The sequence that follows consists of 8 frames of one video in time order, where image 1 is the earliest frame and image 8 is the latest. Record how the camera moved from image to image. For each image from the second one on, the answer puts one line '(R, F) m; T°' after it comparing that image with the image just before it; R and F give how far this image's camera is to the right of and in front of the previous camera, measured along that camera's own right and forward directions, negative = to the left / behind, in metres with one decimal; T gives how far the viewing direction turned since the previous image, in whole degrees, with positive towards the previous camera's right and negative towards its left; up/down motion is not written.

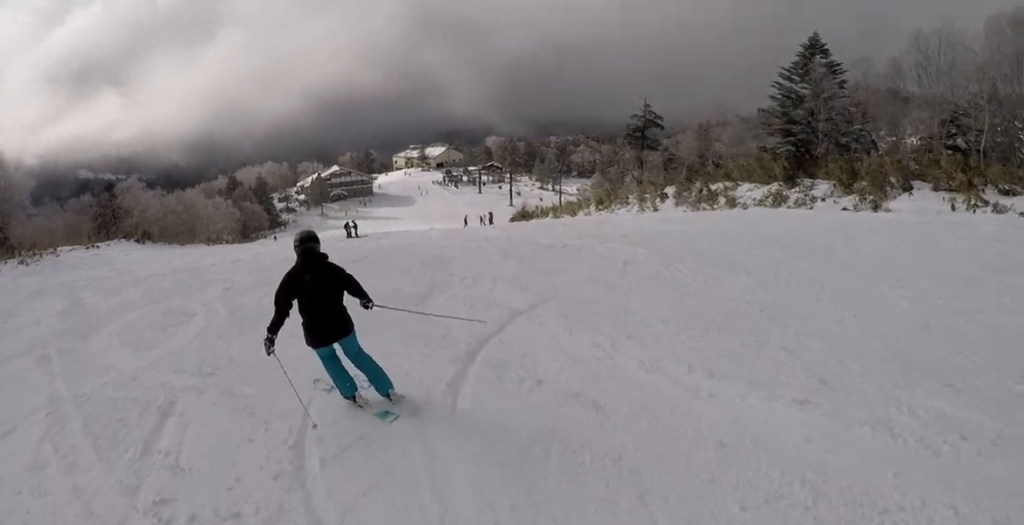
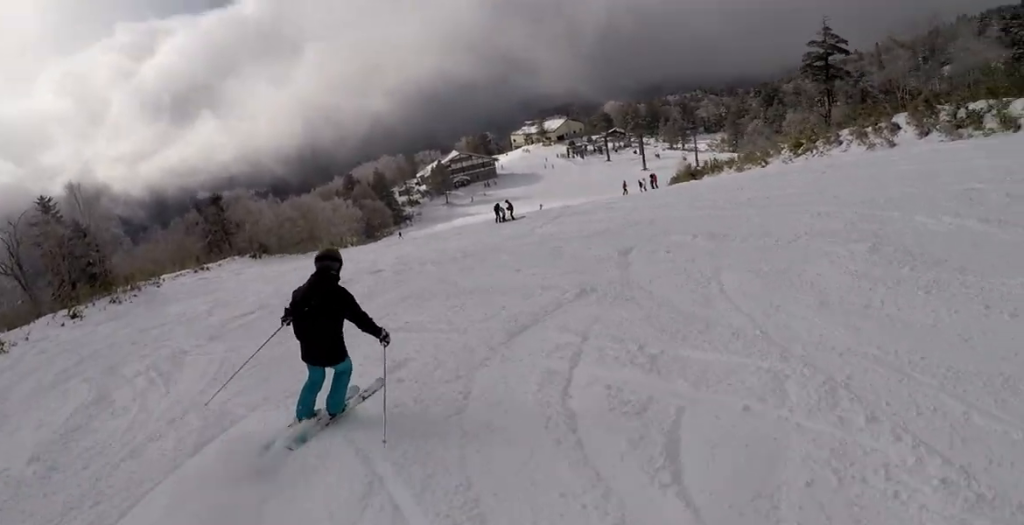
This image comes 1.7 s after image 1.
(+0.7, +10.7) m; +13°
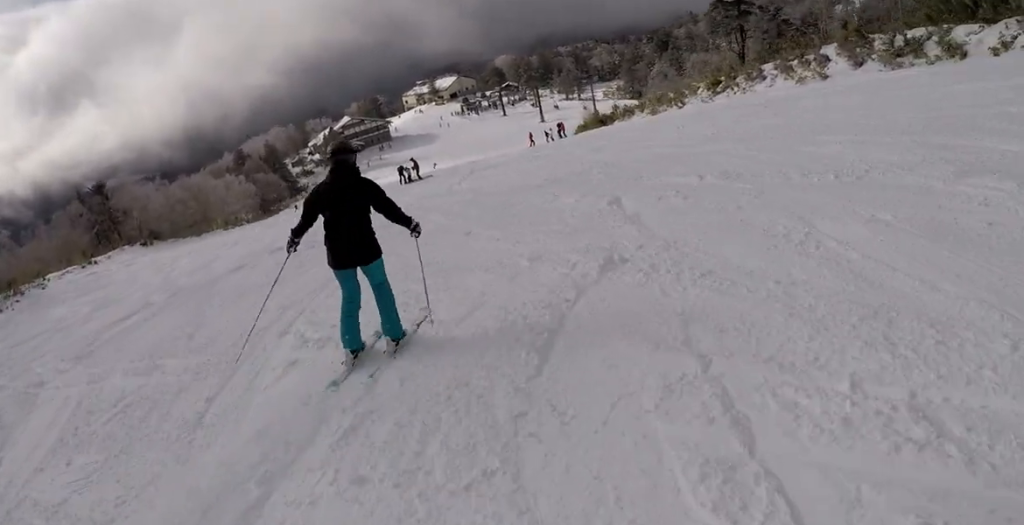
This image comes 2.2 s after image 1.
(+0.3, +3.1) m; +5°
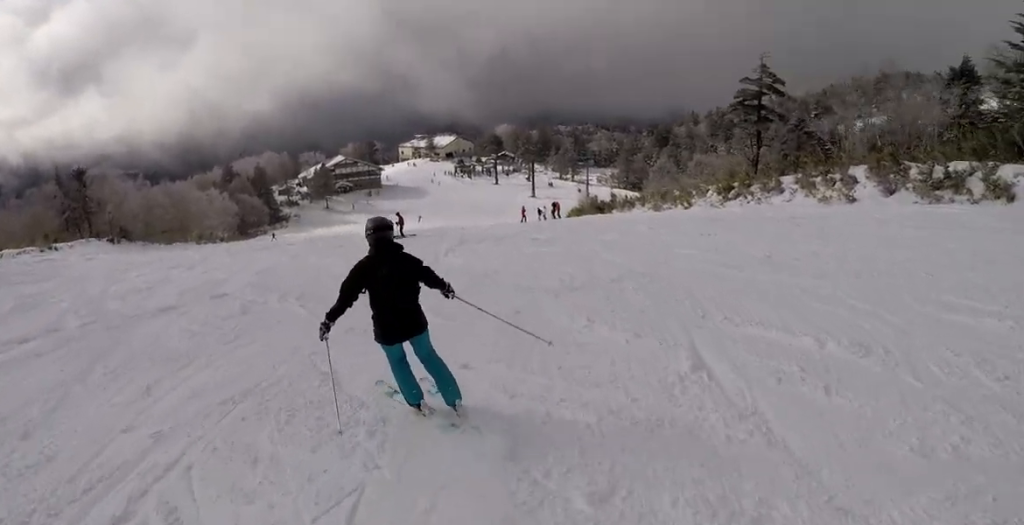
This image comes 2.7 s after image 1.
(0.0, +3.5) m; -10°
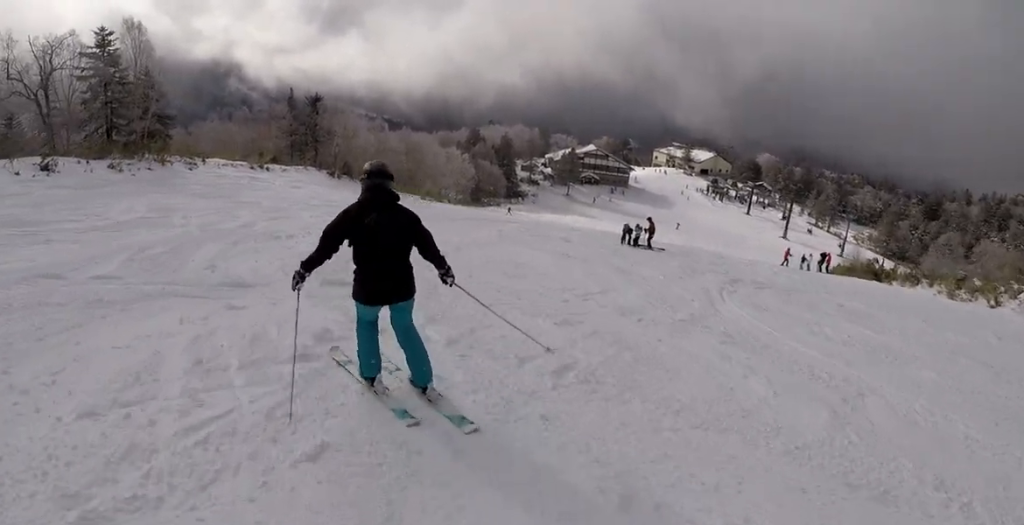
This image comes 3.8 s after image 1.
(-1.3, +6.3) m; -11°
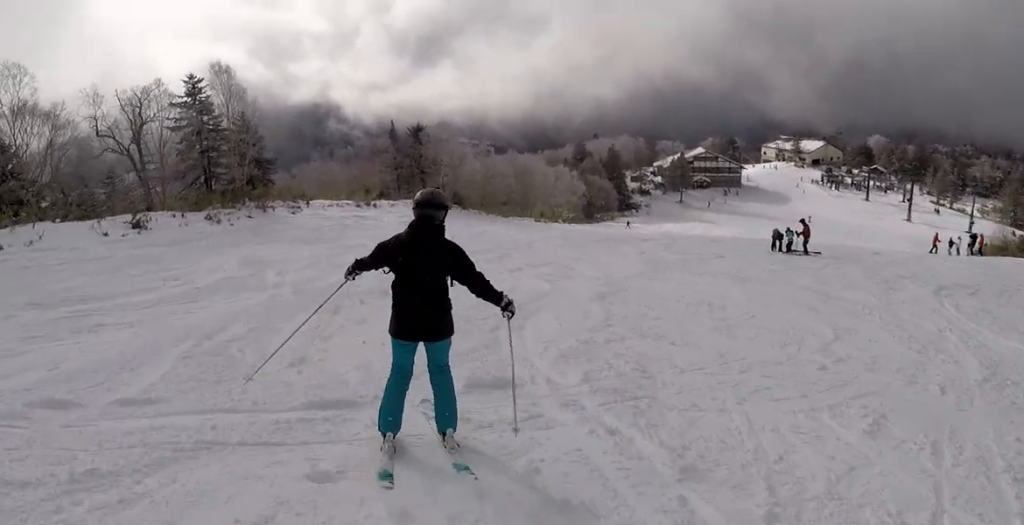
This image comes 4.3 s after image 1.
(-0.8, +3.2) m; +2°
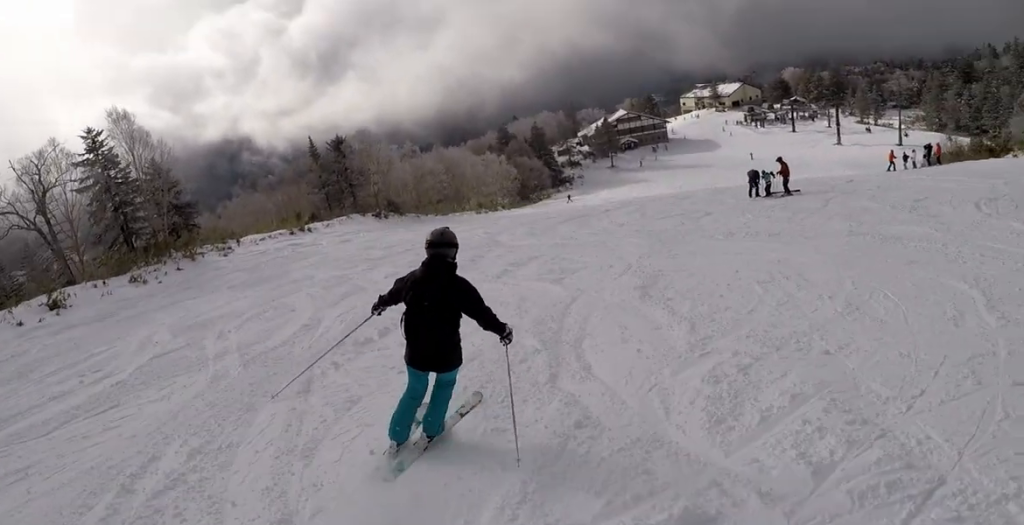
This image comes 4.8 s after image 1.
(+1.0, +2.8) m; +11°
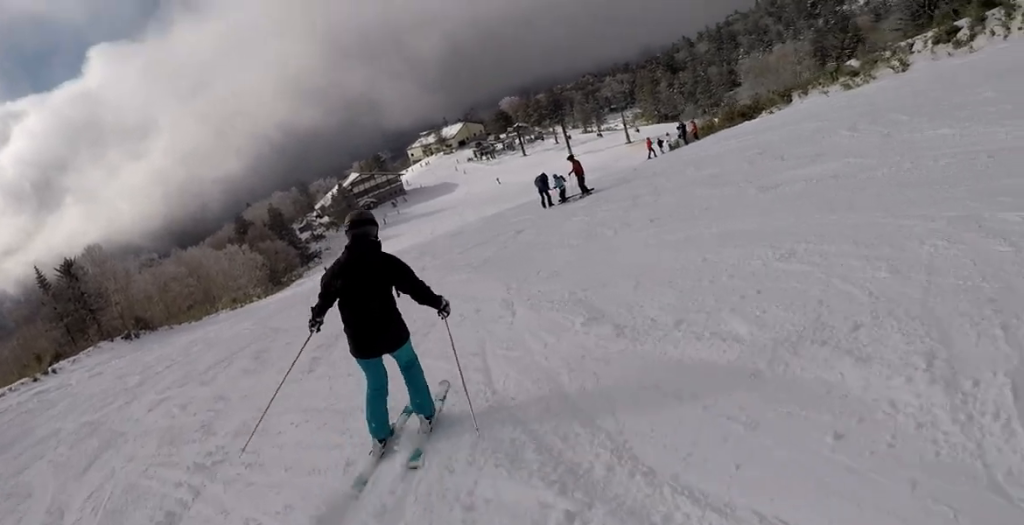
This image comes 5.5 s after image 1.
(+0.7, +4.1) m; +7°
